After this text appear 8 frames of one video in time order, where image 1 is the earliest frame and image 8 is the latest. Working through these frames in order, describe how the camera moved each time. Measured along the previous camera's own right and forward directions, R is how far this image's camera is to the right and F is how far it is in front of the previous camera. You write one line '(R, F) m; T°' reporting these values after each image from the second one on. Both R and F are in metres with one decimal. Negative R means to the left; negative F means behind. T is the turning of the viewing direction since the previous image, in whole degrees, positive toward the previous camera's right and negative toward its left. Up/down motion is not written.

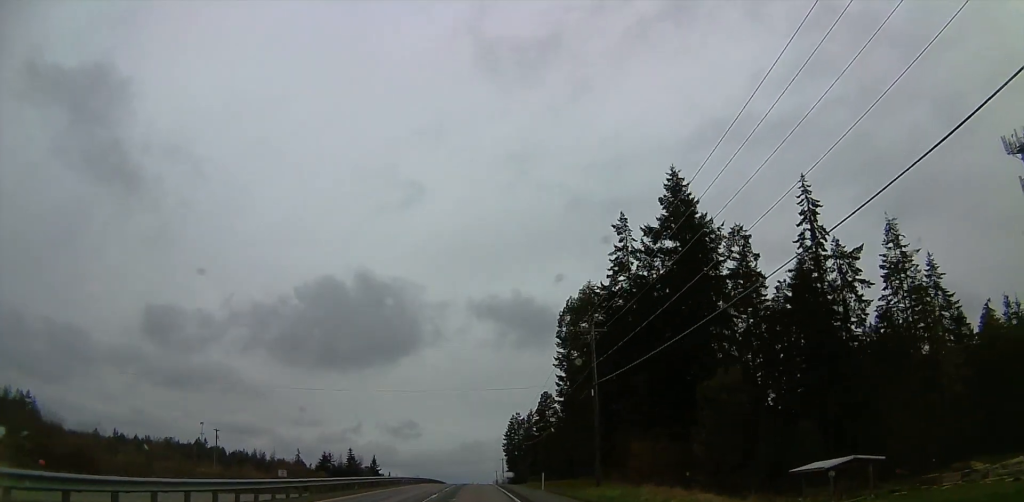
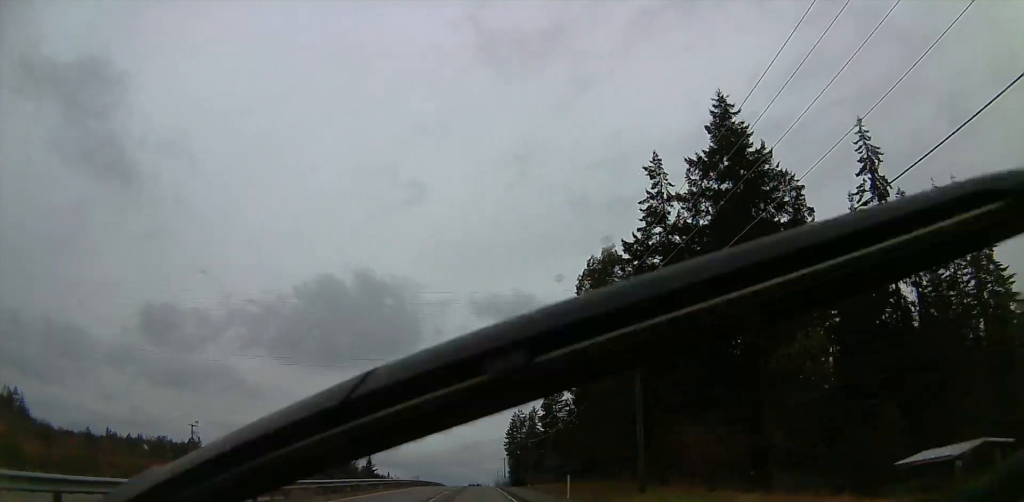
(0.0, +13.6) m; 0°
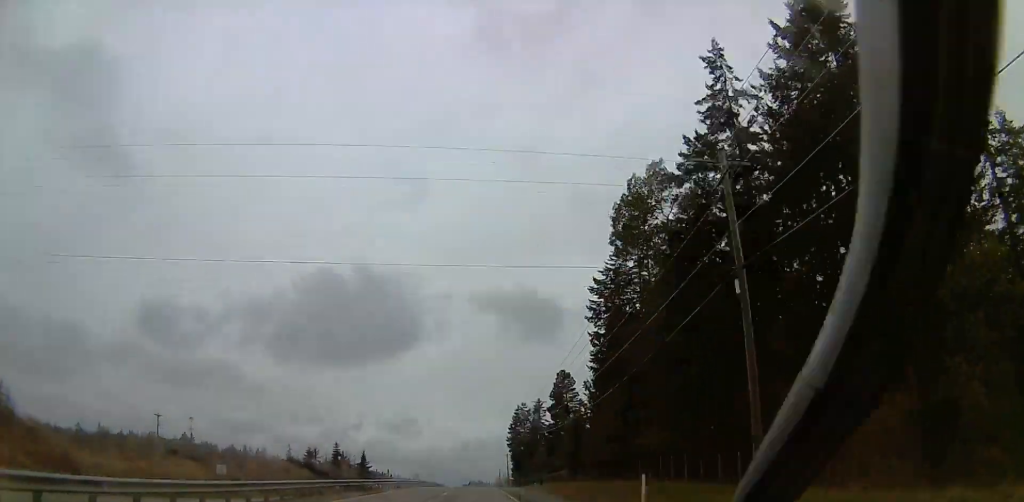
(0.0, +16.0) m; 0°
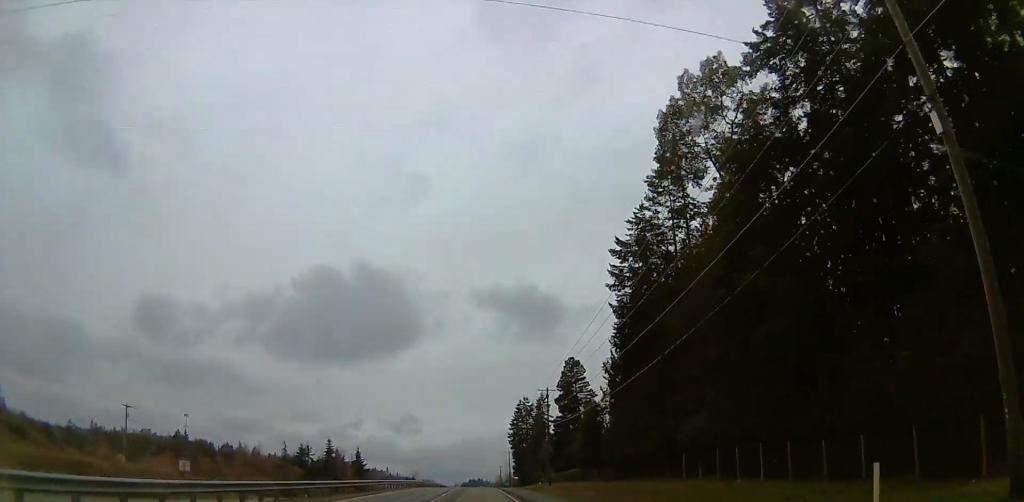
(0.0, +12.0) m; +1°
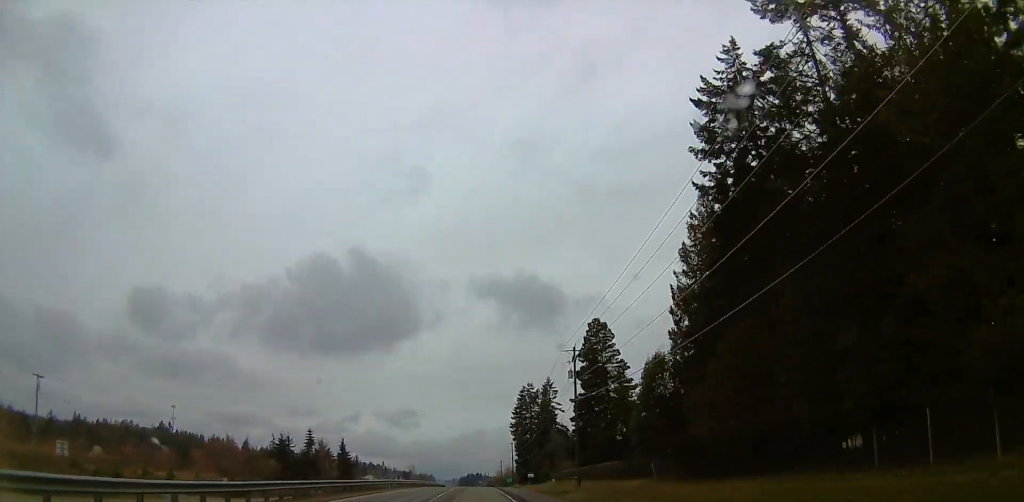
(+0.4, +25.5) m; +1°
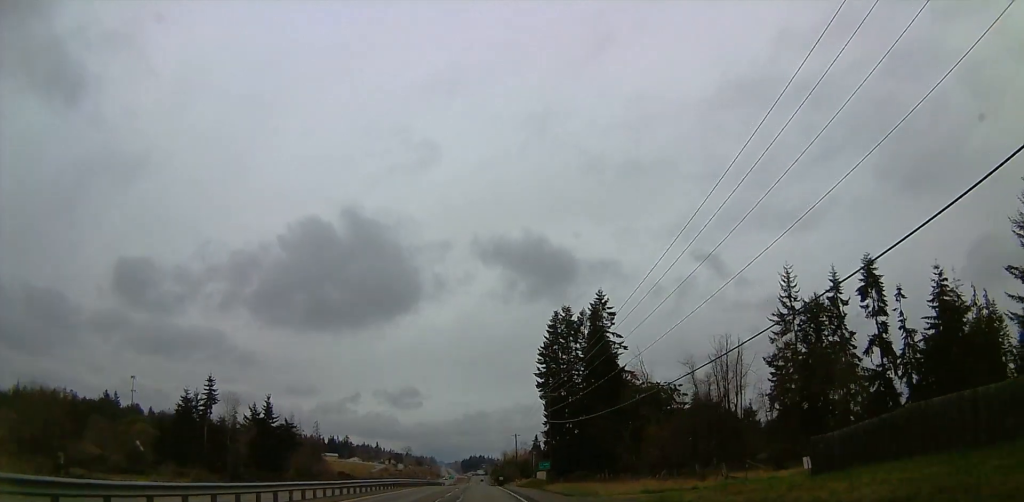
(-2.7, +83.5) m; -2°
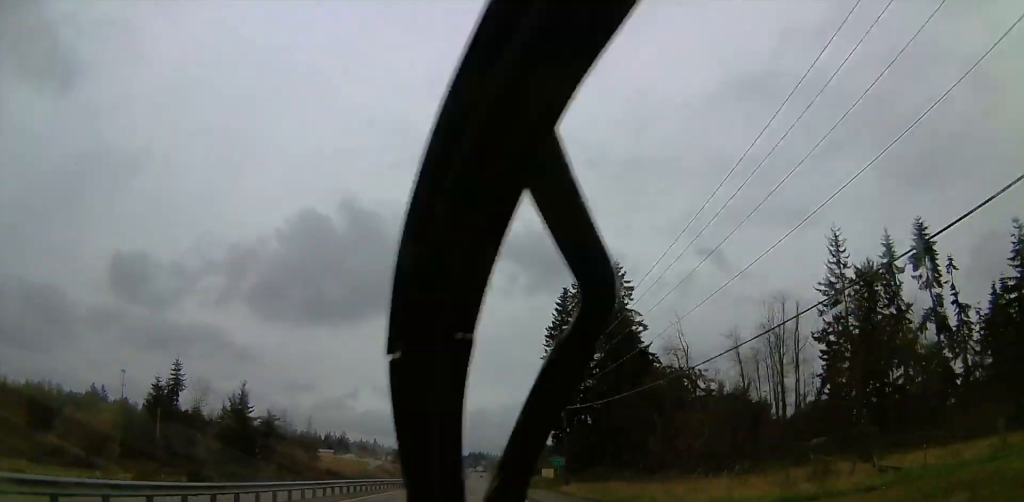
(+0.3, +15.4) m; +1°
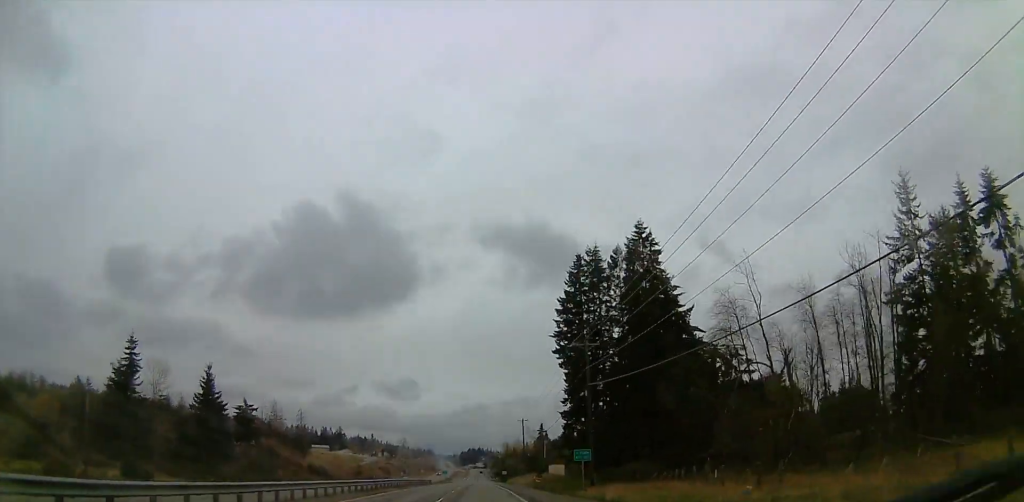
(+0.2, +17.0) m; -1°
